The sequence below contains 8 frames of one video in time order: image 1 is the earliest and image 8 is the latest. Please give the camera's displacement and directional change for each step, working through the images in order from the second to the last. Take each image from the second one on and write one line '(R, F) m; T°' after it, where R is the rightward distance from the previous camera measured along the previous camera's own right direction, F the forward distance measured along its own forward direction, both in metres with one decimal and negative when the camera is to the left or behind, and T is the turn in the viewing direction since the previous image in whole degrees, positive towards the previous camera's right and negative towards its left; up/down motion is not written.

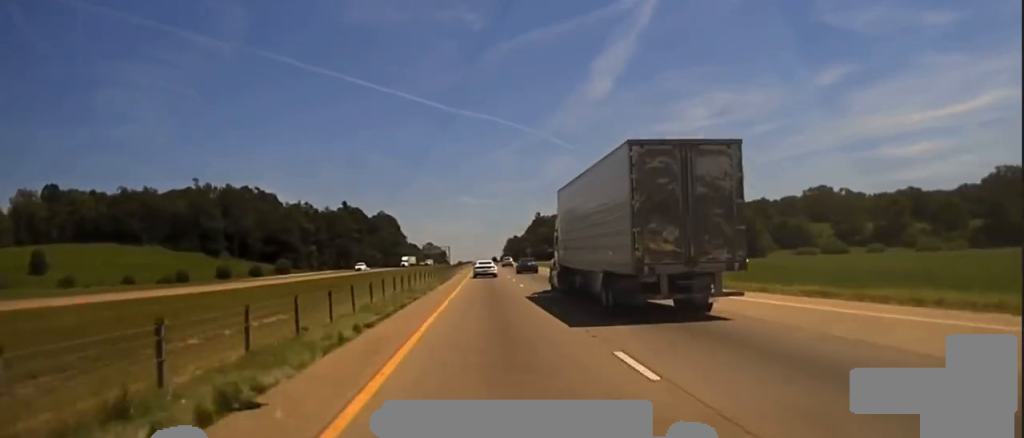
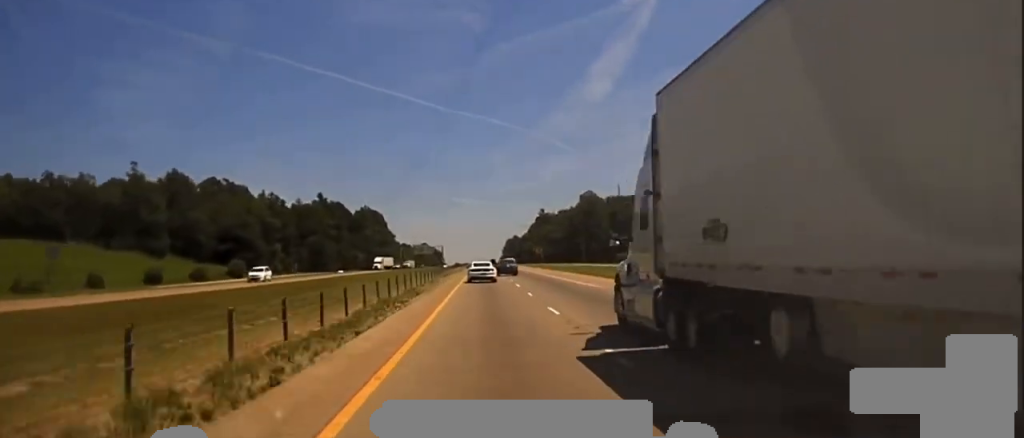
(0.0, +43.4) m; 0°
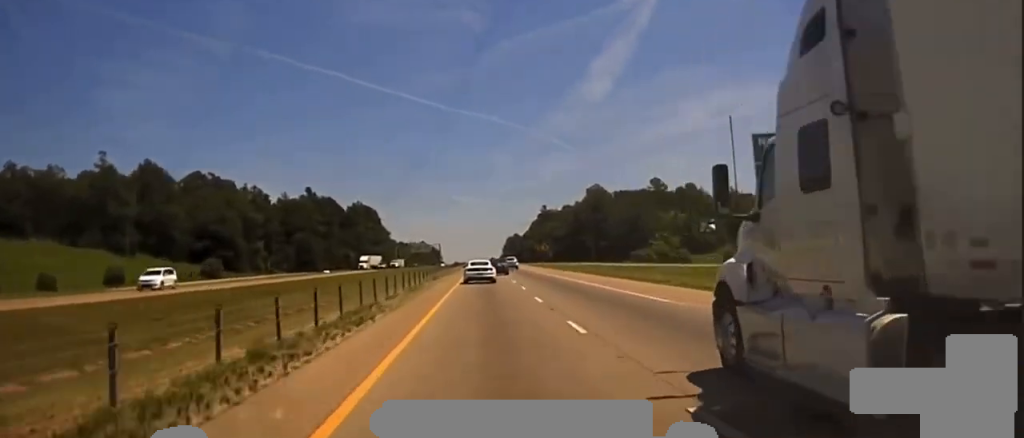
(0.0, +16.7) m; 0°
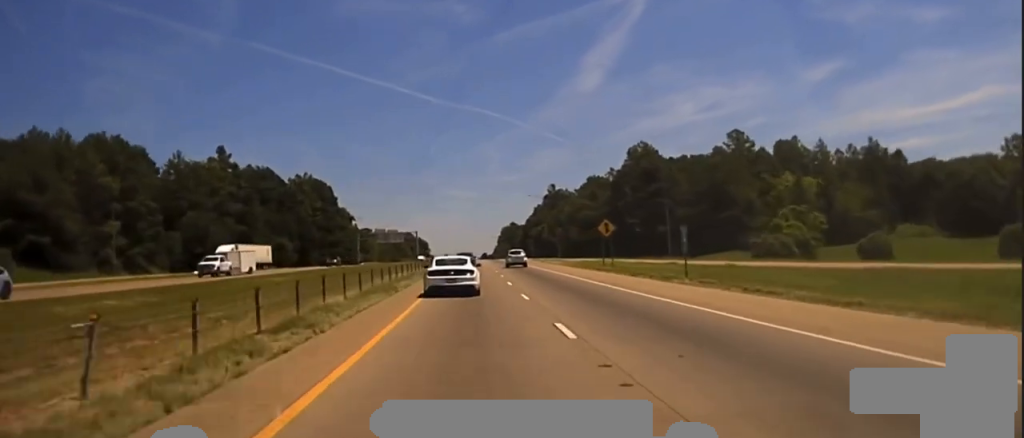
(-0.1, +80.3) m; 0°
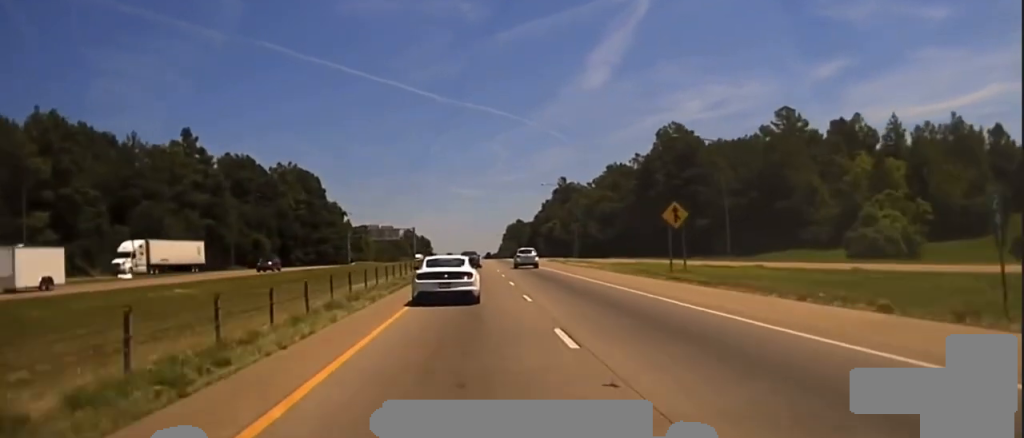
(+0.3, +25.7) m; 0°
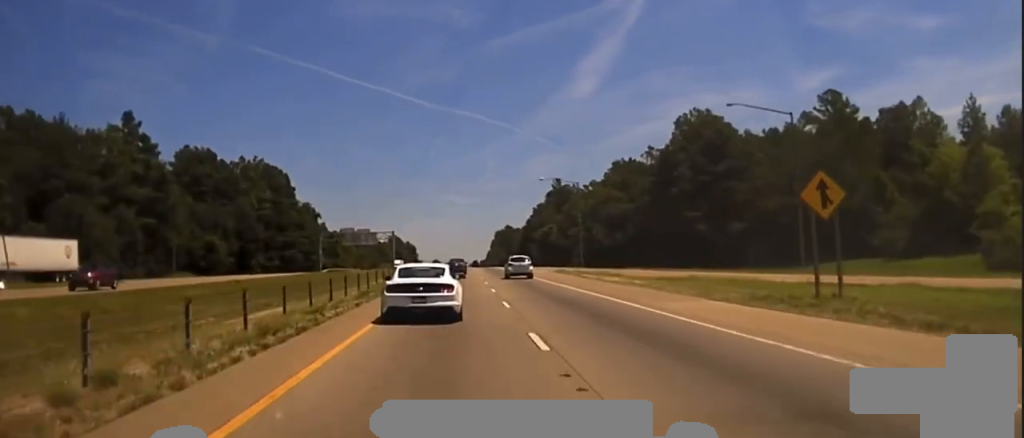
(+0.1, +24.4) m; 0°
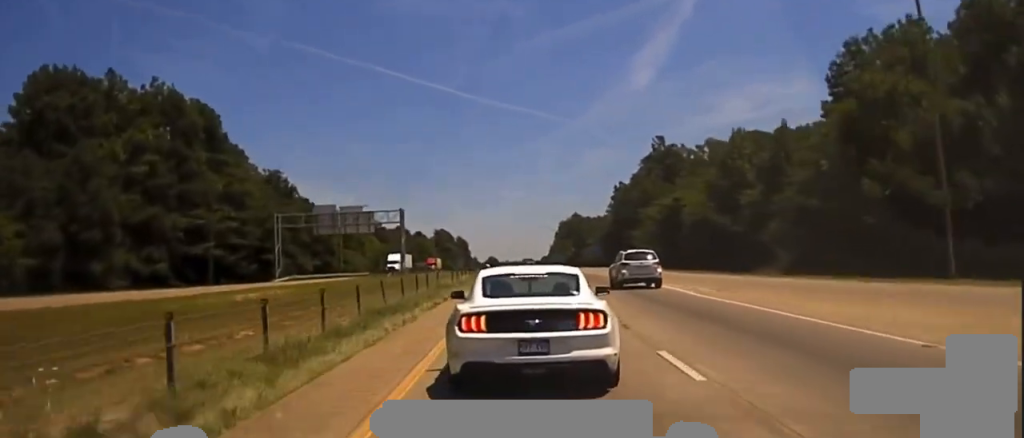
(-2.5, +97.6) m; -2°
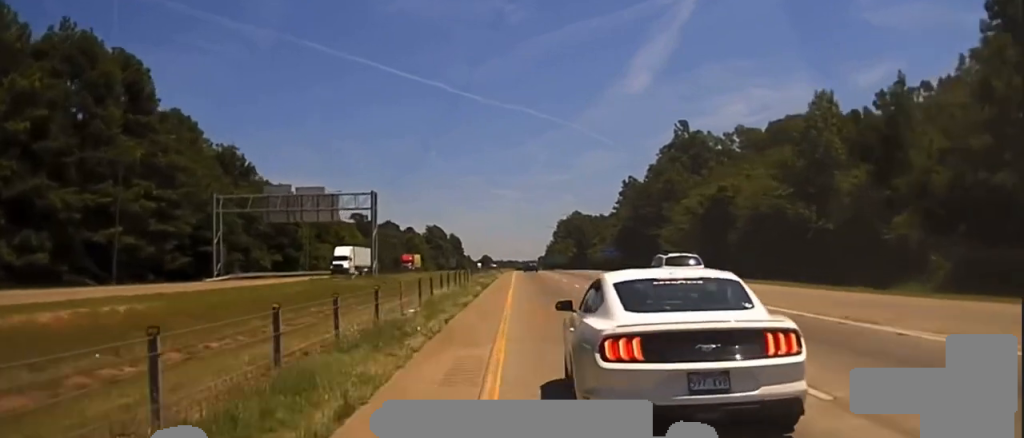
(0.0, +26.3) m; +1°
